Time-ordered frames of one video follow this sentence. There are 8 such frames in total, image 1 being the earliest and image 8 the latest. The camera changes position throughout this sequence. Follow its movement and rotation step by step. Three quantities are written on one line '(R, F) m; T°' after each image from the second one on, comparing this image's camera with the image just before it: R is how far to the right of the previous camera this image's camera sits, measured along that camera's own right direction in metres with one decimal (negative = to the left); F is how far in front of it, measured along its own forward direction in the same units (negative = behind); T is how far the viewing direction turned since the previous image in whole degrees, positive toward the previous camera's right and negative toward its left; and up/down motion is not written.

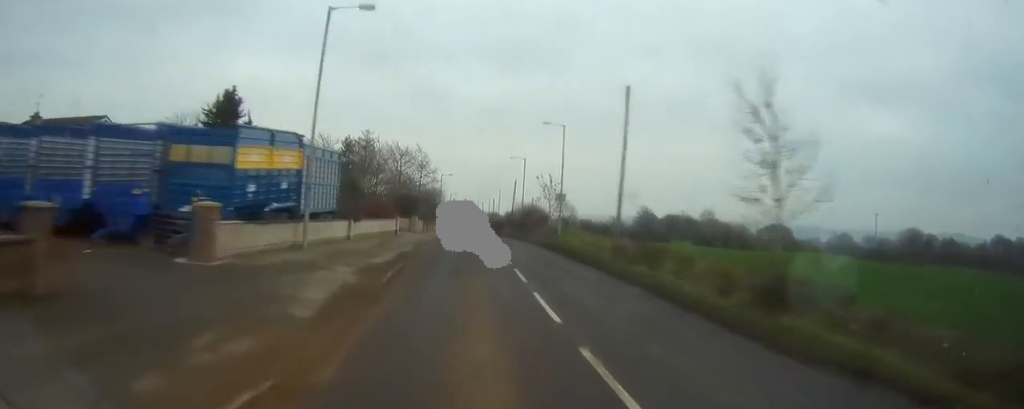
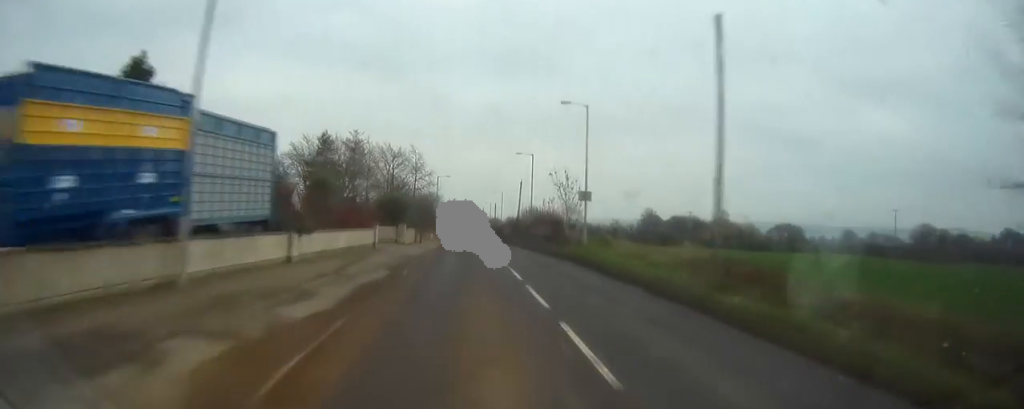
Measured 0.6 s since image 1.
(0.0, +9.9) m; 0°
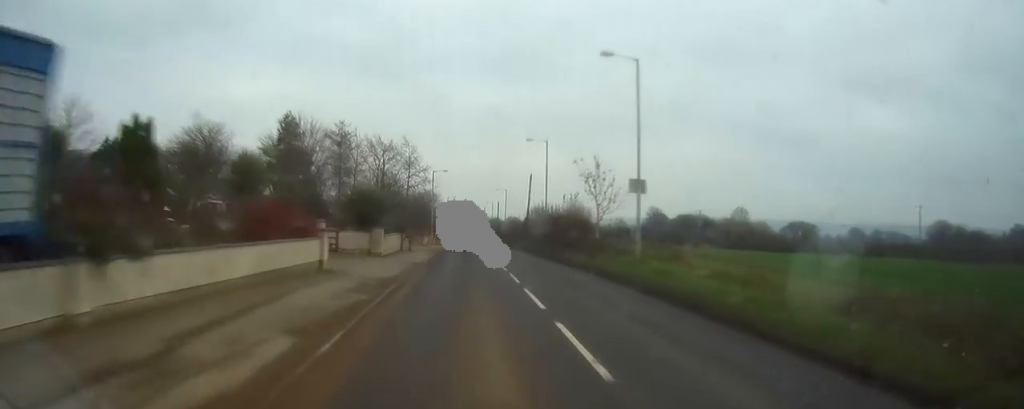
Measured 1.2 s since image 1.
(0.0, +11.6) m; 0°
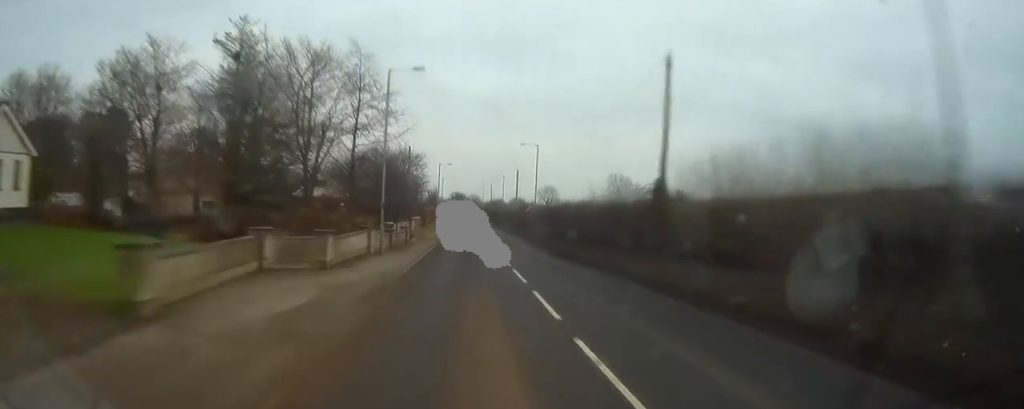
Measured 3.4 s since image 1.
(+0.2, +43.8) m; 0°
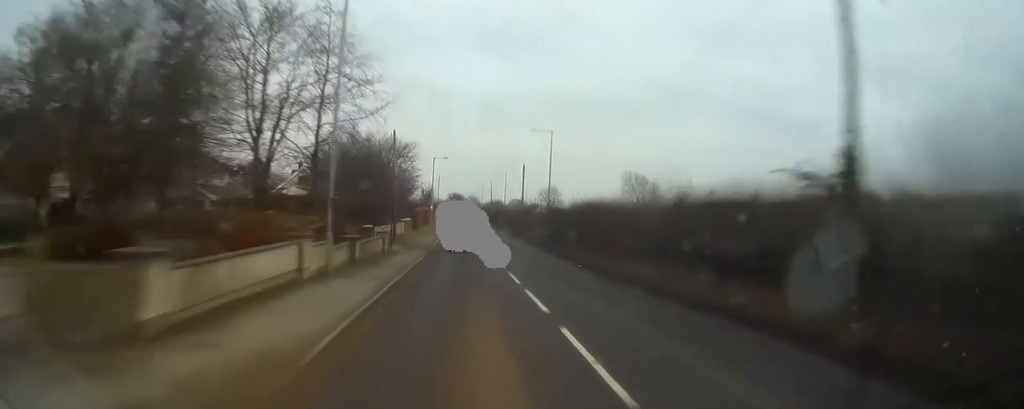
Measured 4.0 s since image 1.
(0.0, +10.8) m; 0°
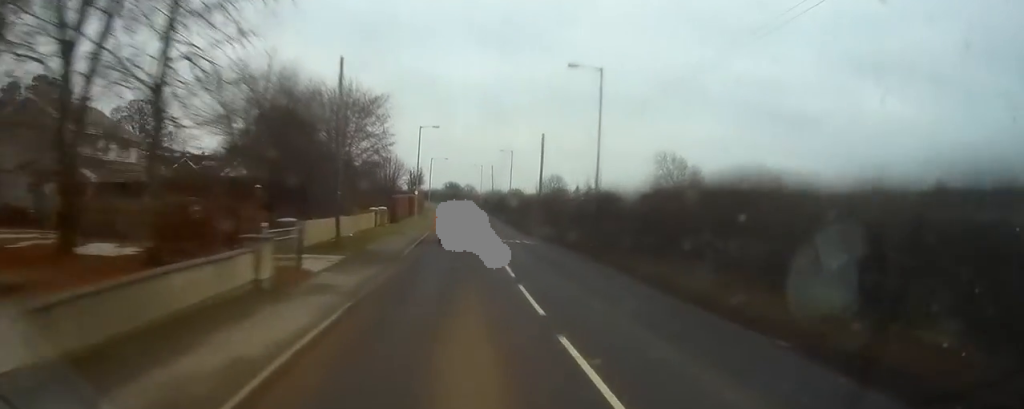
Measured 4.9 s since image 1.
(0.0, +18.8) m; 0°
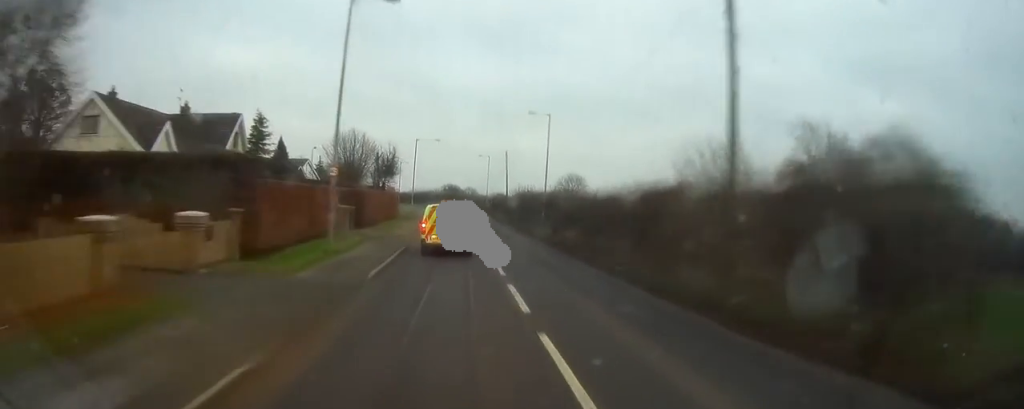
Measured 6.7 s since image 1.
(0.0, +35.6) m; 0°
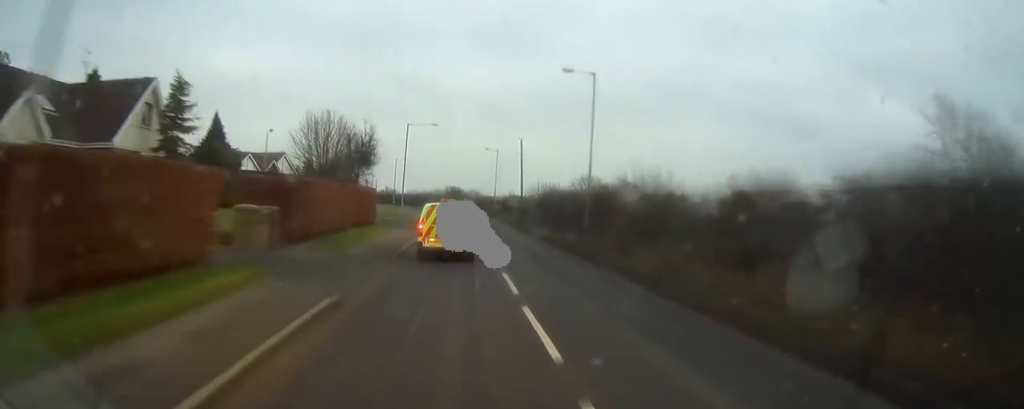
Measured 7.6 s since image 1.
(0.0, +15.4) m; 0°
